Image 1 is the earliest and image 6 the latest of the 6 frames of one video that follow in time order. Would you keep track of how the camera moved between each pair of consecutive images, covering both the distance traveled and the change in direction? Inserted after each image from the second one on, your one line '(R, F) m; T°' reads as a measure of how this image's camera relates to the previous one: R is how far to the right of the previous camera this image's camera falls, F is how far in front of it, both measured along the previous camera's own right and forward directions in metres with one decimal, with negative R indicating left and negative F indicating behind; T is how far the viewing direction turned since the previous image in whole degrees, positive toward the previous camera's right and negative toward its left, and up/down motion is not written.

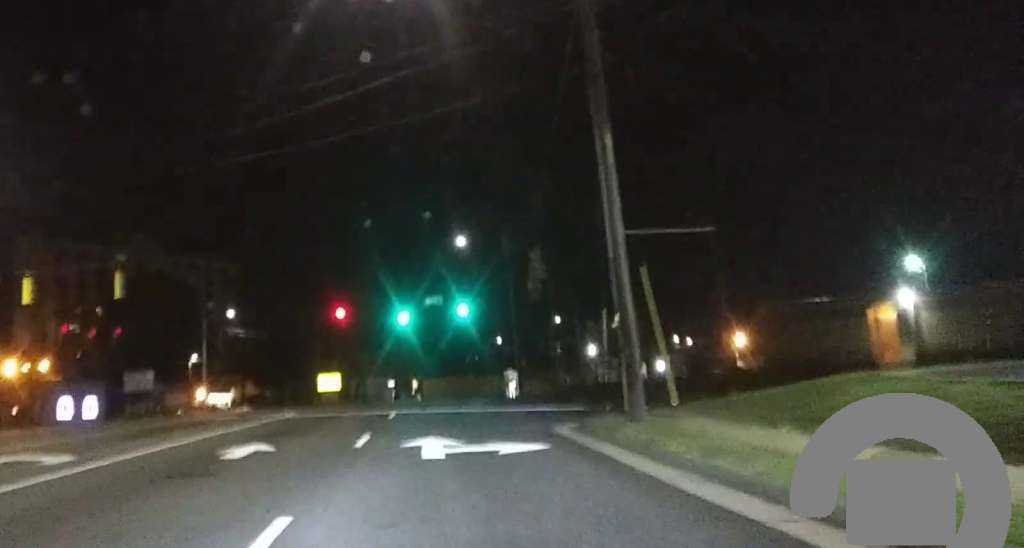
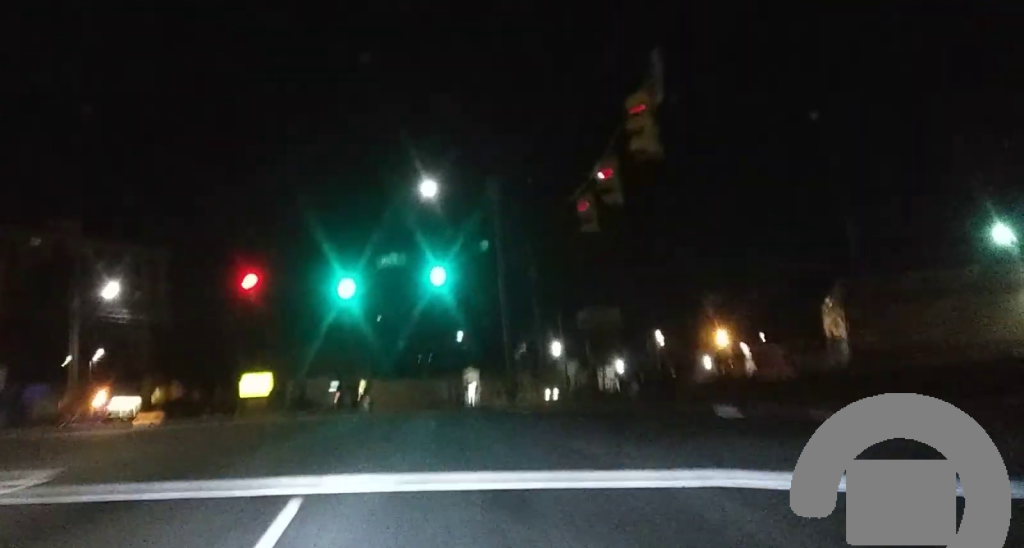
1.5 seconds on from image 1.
(0.0, +24.1) m; 0°
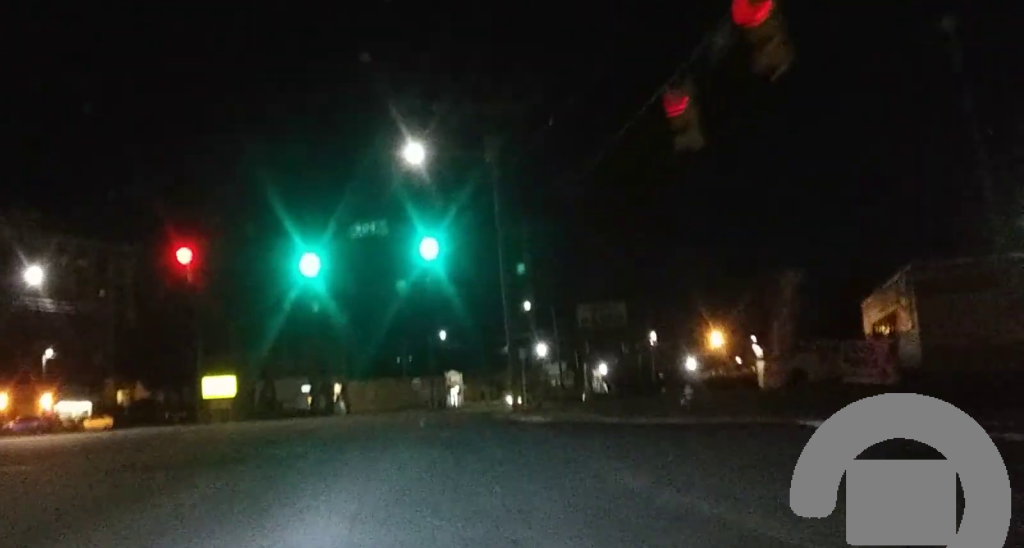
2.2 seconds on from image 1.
(0.0, +10.5) m; 0°
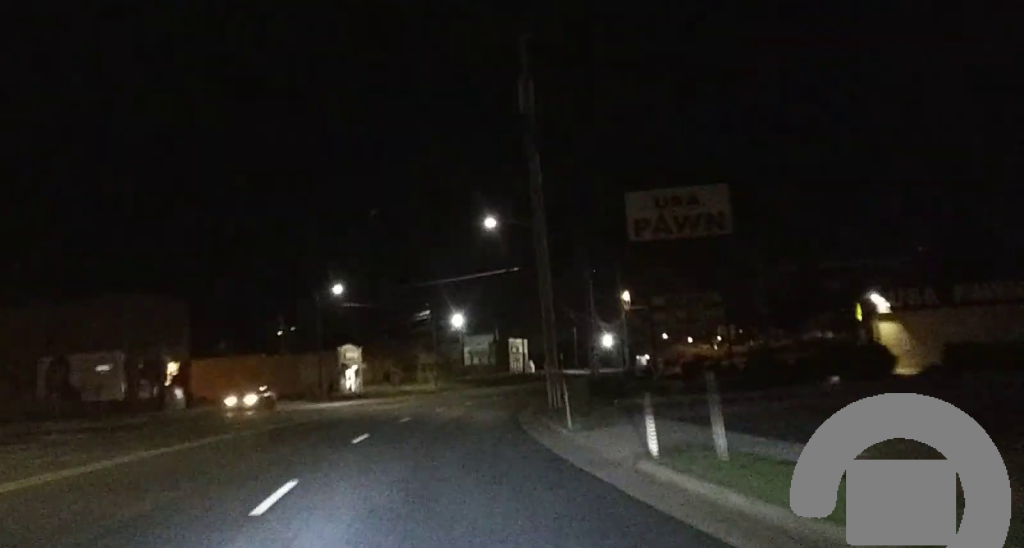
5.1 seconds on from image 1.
(0.0, +46.5) m; 0°
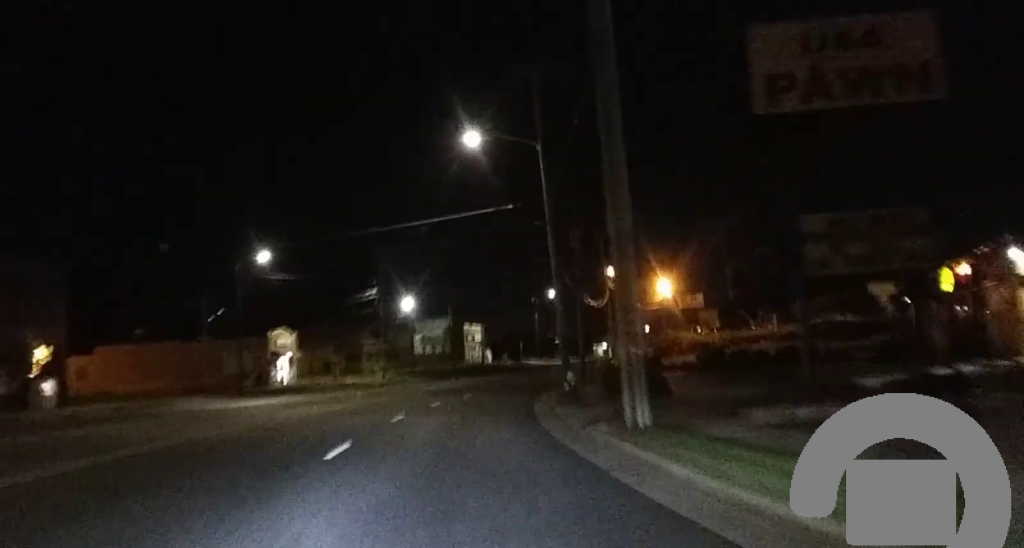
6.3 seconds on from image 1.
(0.0, +19.1) m; 0°
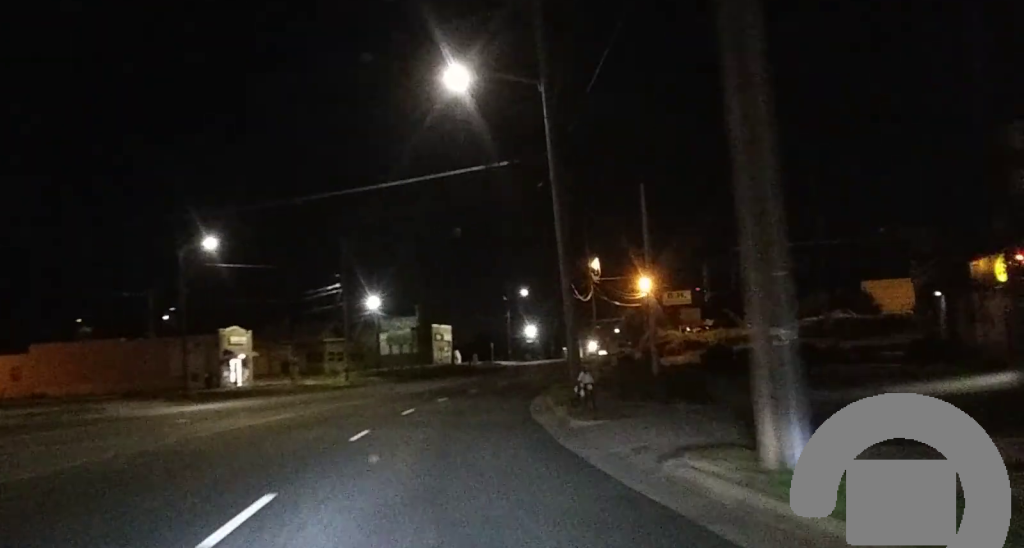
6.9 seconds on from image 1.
(0.0, +8.5) m; 0°
